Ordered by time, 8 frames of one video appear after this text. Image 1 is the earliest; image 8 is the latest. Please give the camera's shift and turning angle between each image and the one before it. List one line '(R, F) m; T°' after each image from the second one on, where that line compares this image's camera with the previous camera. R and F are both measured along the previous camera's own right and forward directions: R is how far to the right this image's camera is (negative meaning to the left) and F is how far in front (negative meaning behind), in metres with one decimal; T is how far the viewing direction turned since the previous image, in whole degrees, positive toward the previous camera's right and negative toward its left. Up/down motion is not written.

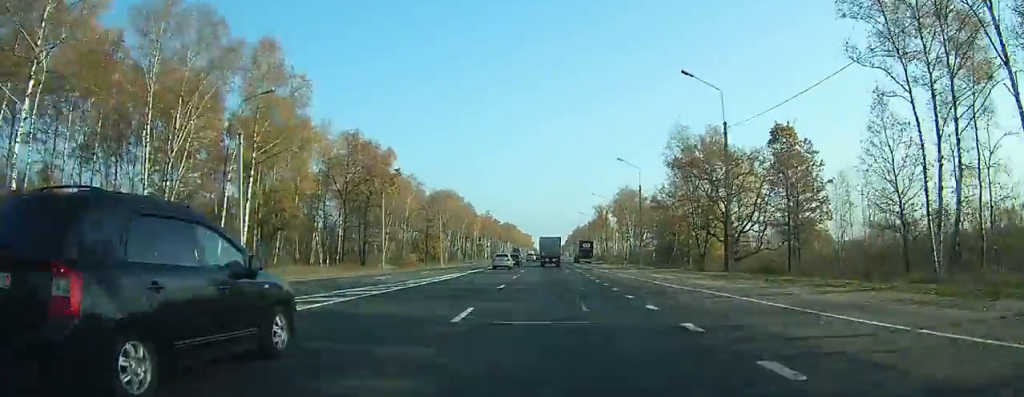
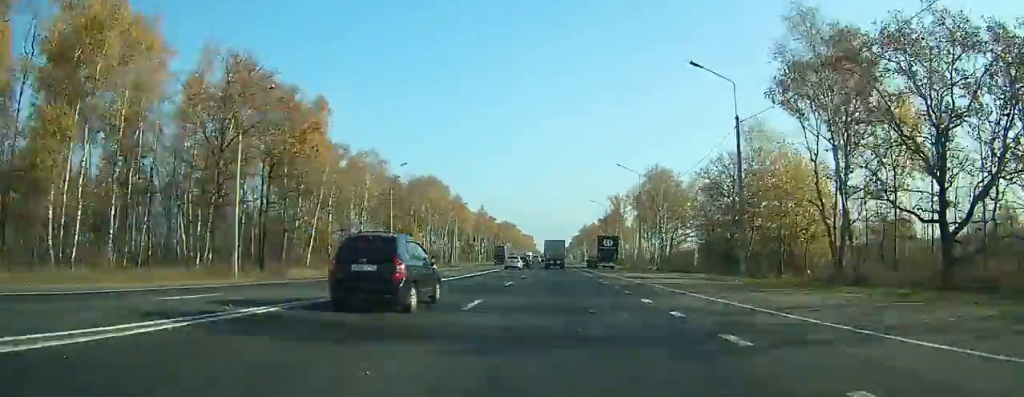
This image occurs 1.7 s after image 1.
(-0.2, +33.4) m; 0°
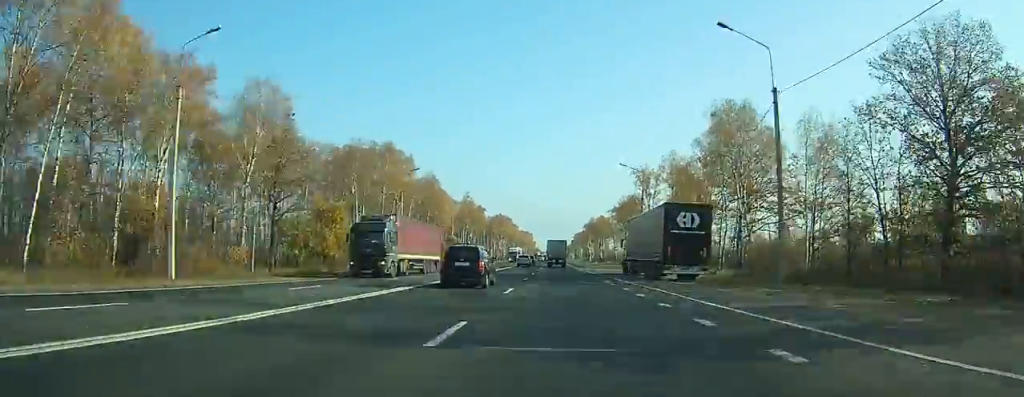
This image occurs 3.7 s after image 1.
(-0.1, +40.9) m; 0°
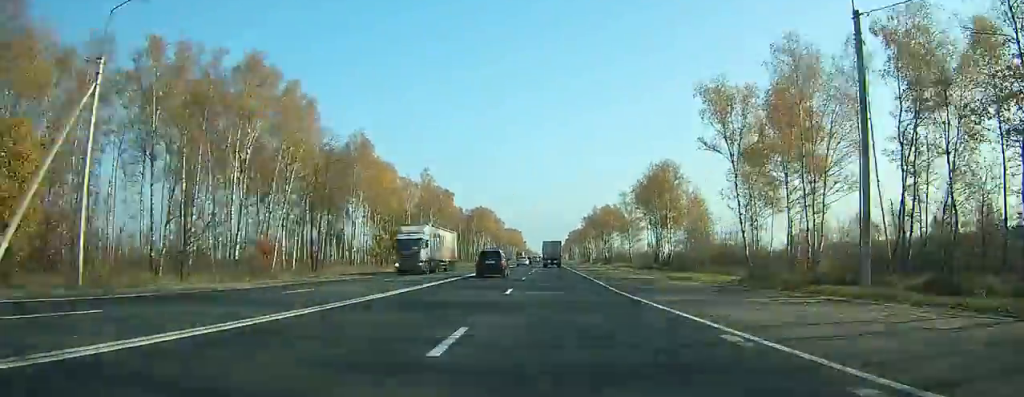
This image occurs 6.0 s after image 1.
(-0.1, +48.9) m; 0°
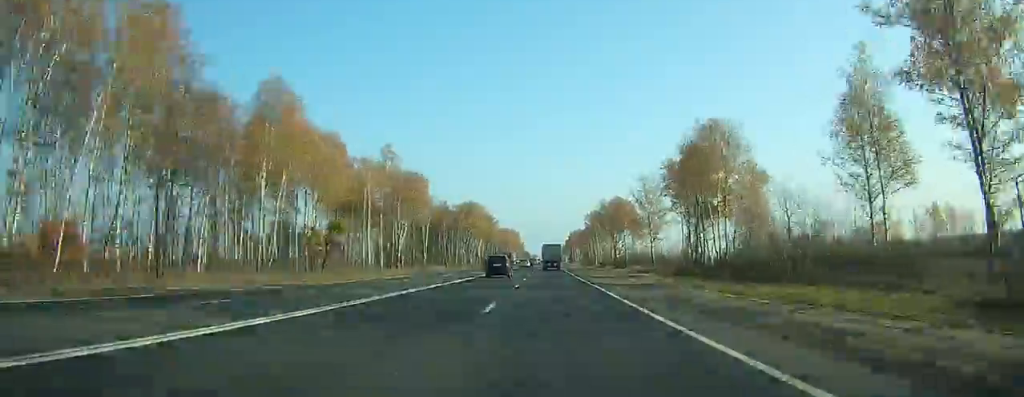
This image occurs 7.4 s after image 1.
(+0.2, +30.1) m; +1°
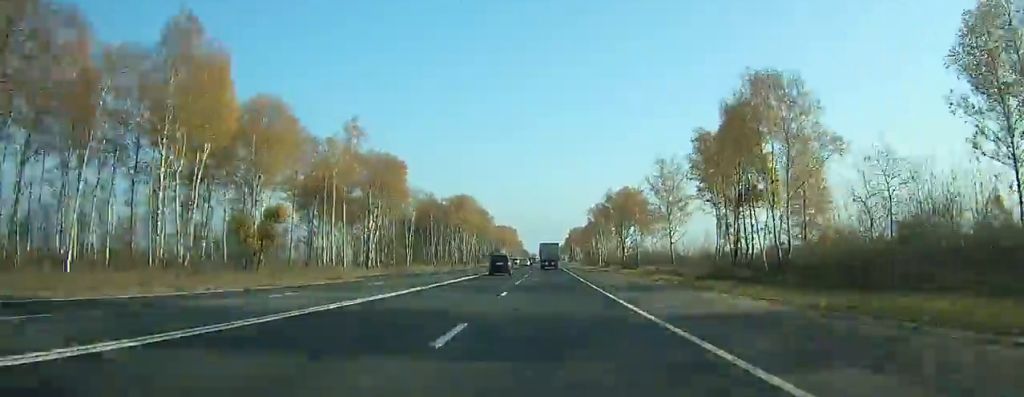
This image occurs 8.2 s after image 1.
(0.0, +17.3) m; 0°
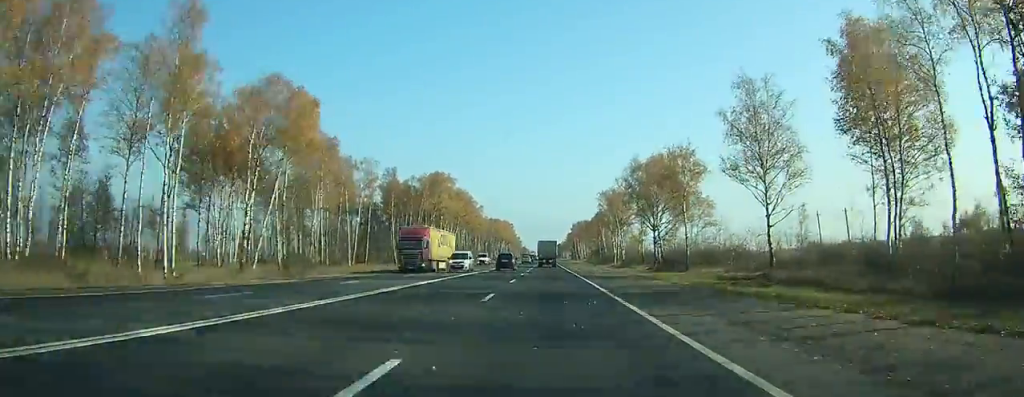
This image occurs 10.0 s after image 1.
(+0.2, +39.6) m; 0°
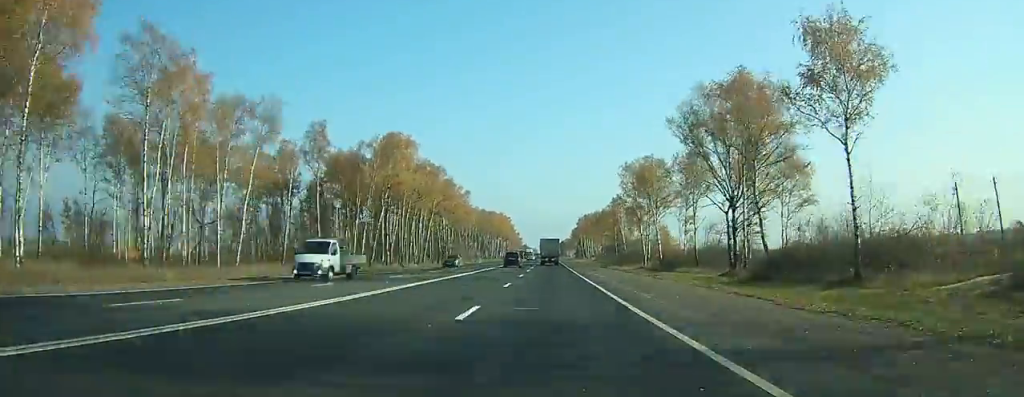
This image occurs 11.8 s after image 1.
(+0.1, +40.0) m; 0°
